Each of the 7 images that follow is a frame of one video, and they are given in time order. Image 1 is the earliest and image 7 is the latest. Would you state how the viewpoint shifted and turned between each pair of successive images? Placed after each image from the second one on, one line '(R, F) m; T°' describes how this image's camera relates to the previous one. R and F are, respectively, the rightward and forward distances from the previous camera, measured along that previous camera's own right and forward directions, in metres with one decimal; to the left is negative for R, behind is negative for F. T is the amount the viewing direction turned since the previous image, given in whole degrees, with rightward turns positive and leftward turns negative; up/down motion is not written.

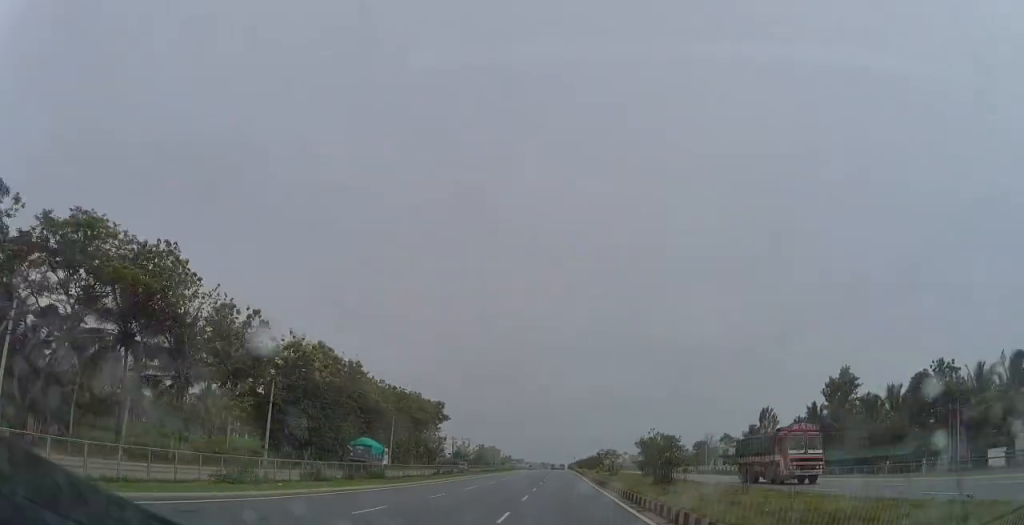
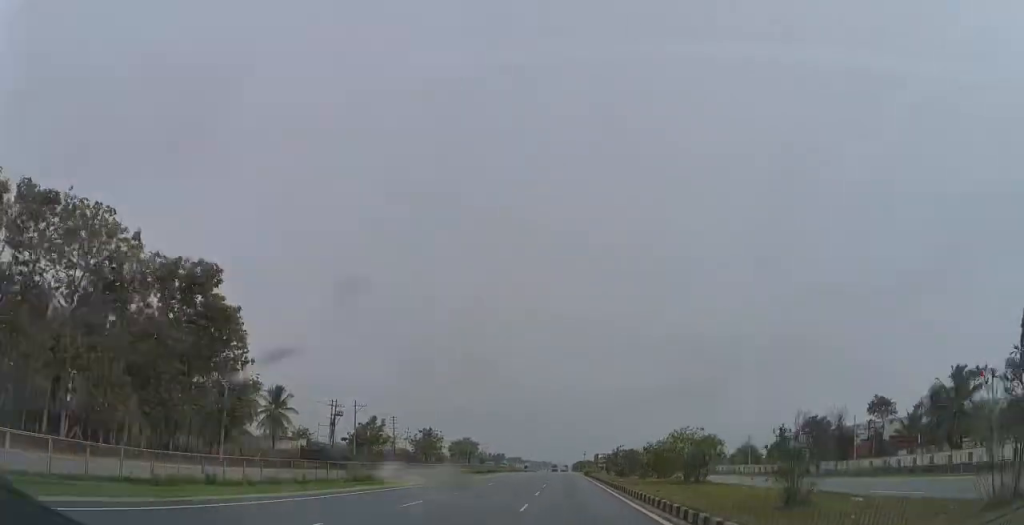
(+0.2, +77.8) m; 0°
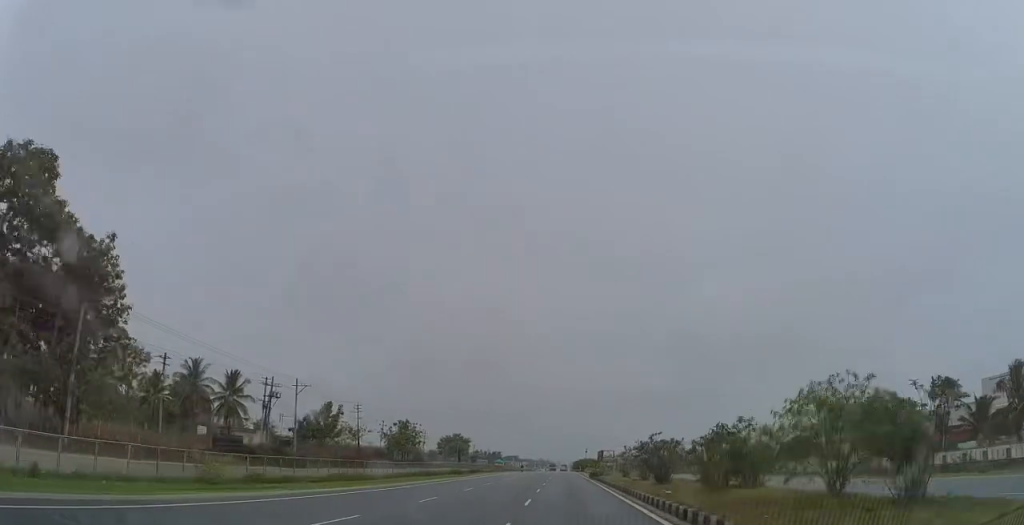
(0.0, +15.7) m; 0°
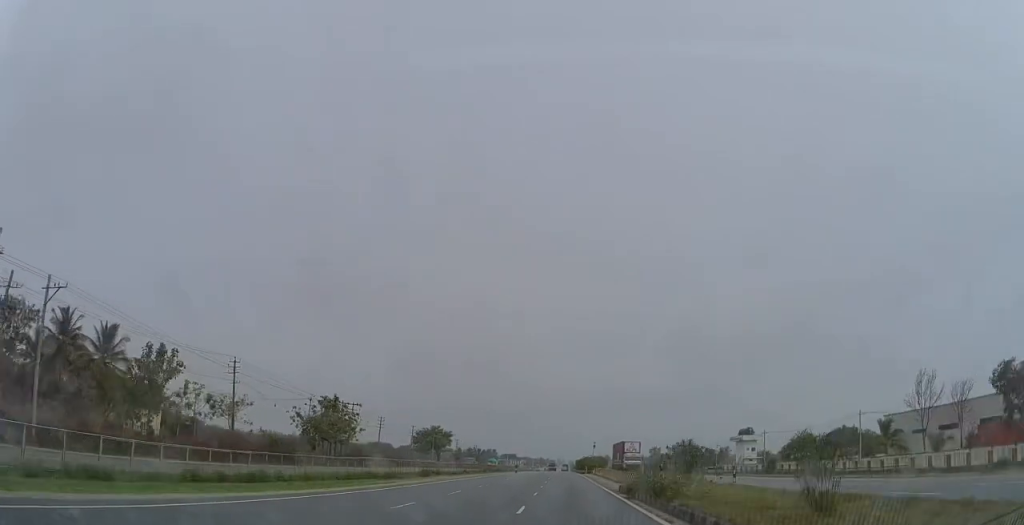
(0.0, +30.5) m; 0°
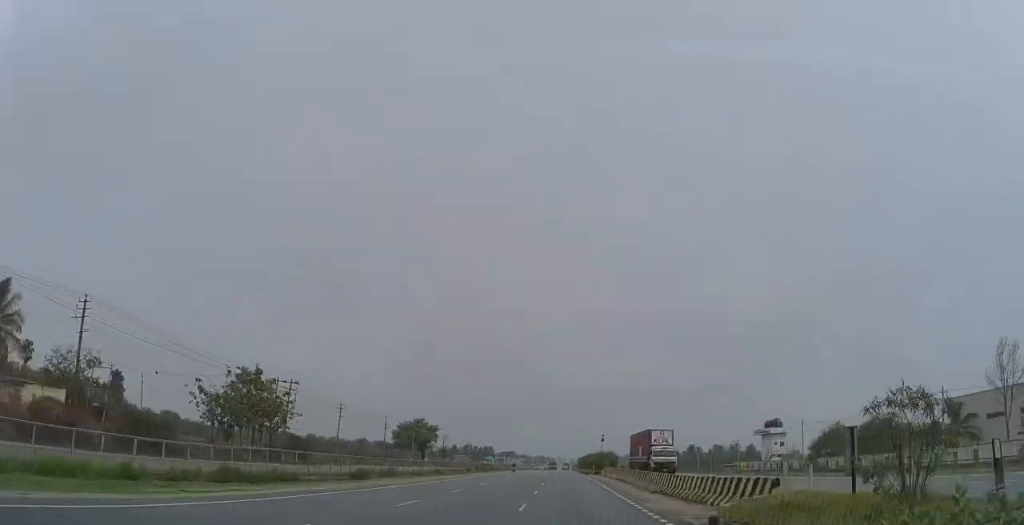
(0.0, +17.7) m; 0°
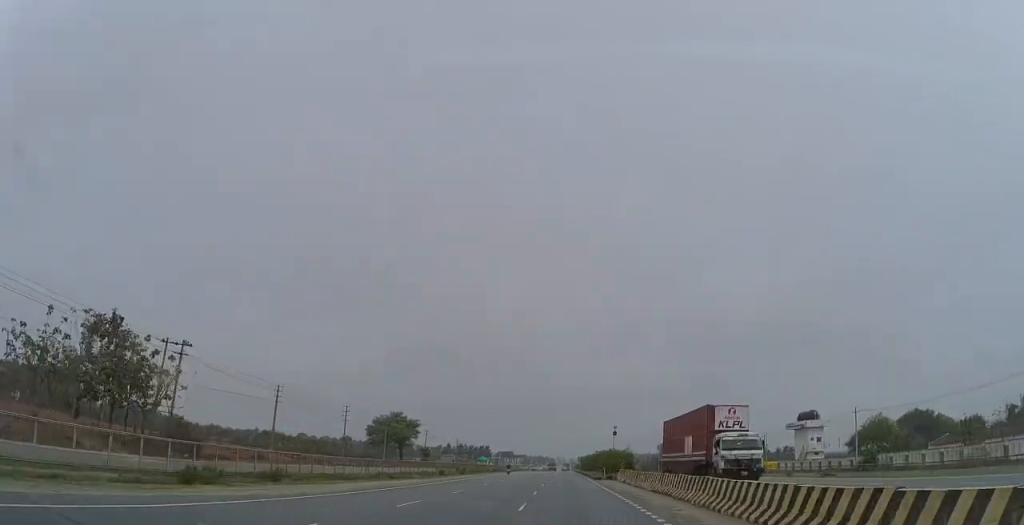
(0.0, +17.8) m; 0°
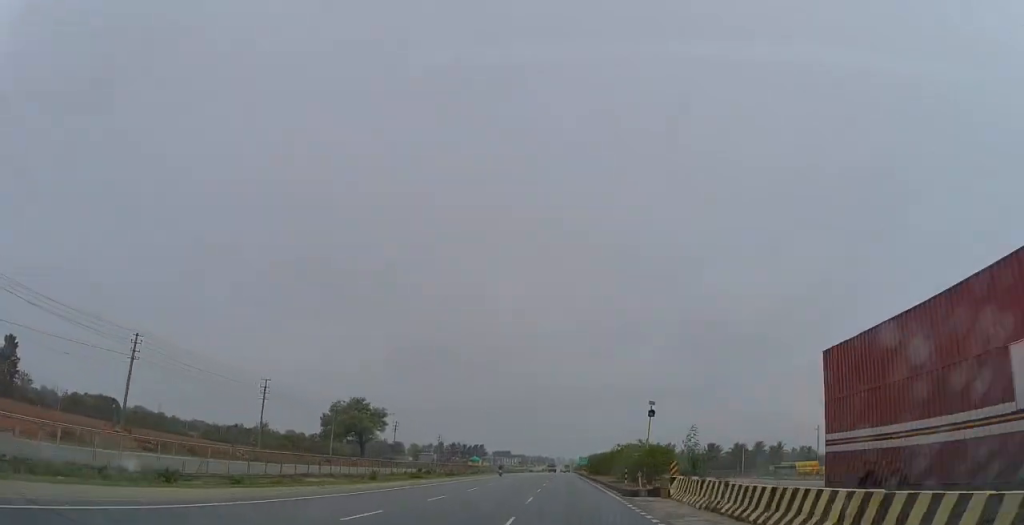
(+0.1, +22.7) m; 0°
